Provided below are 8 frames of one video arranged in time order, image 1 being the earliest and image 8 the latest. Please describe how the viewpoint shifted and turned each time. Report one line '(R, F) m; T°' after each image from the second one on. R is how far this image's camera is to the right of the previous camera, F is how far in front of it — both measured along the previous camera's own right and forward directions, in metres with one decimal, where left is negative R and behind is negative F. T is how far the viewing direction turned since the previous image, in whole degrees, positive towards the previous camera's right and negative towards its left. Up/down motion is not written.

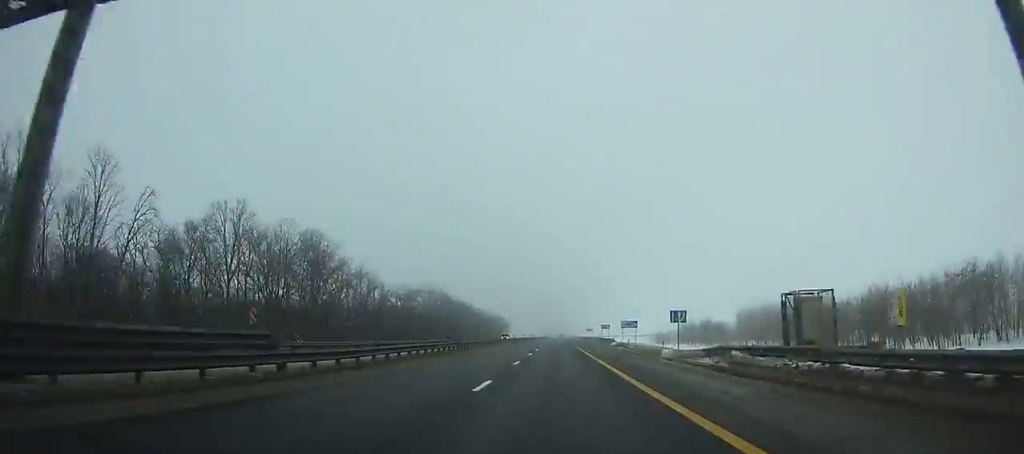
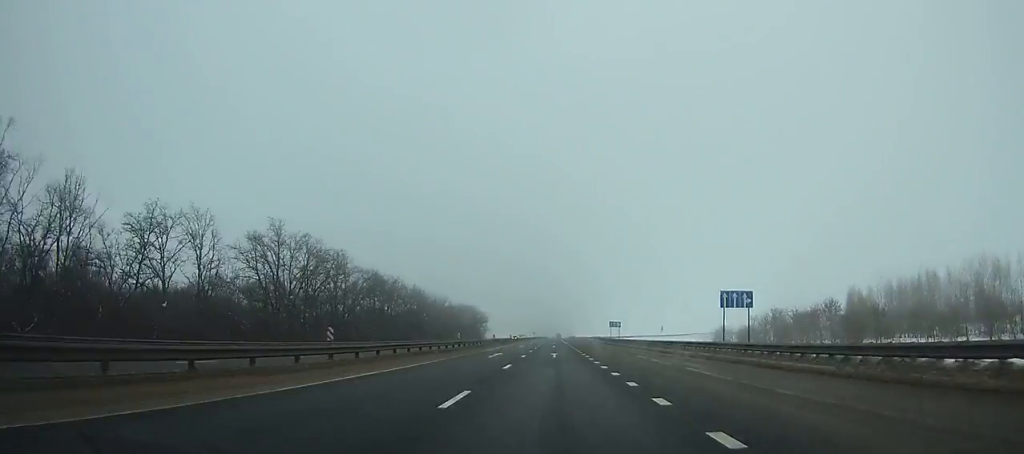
(+0.3, +89.0) m; 0°
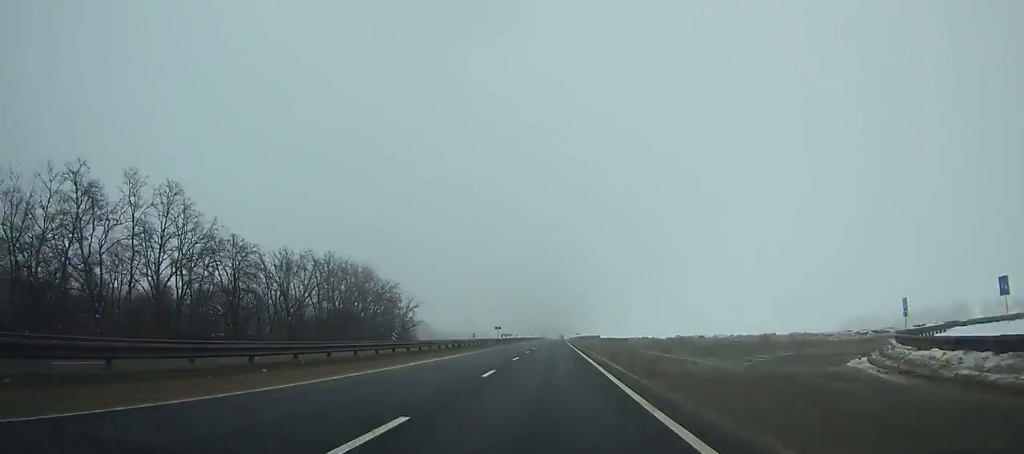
(+0.1, +138.4) m; 0°
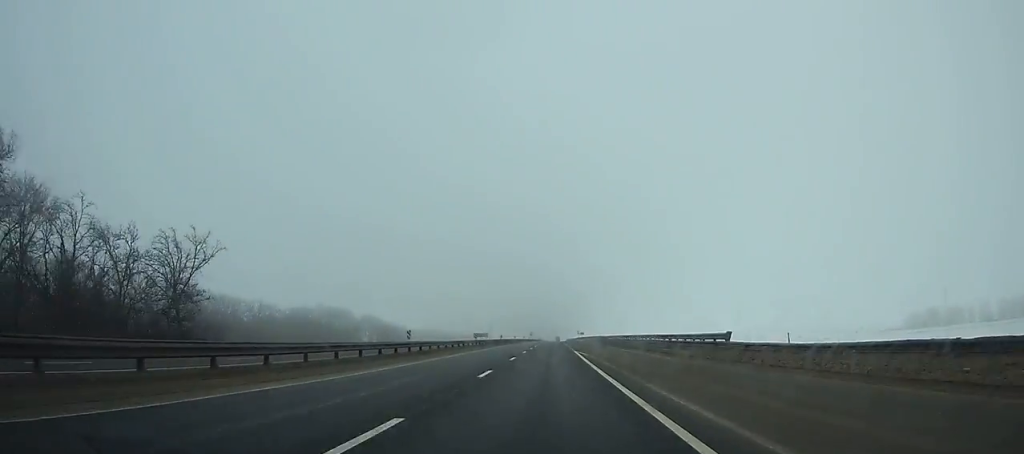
(+0.2, +86.8) m; 0°
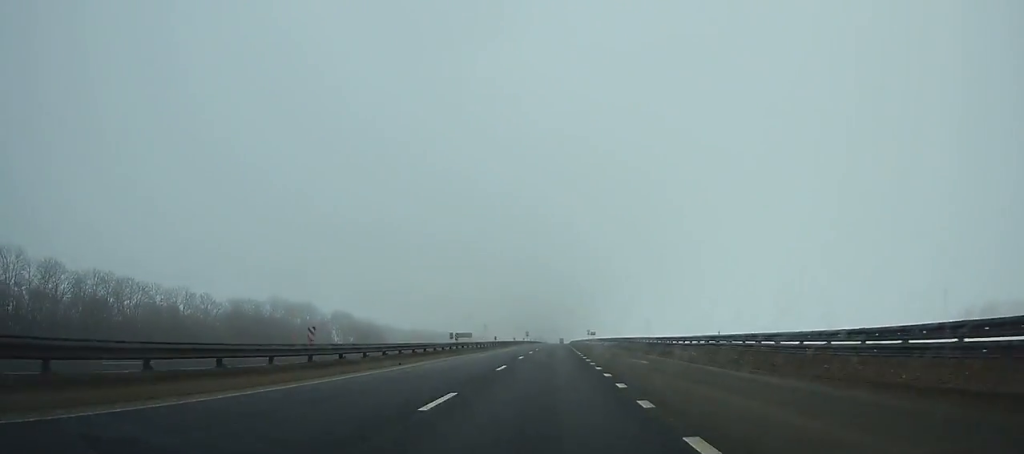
(0.0, +44.0) m; 0°
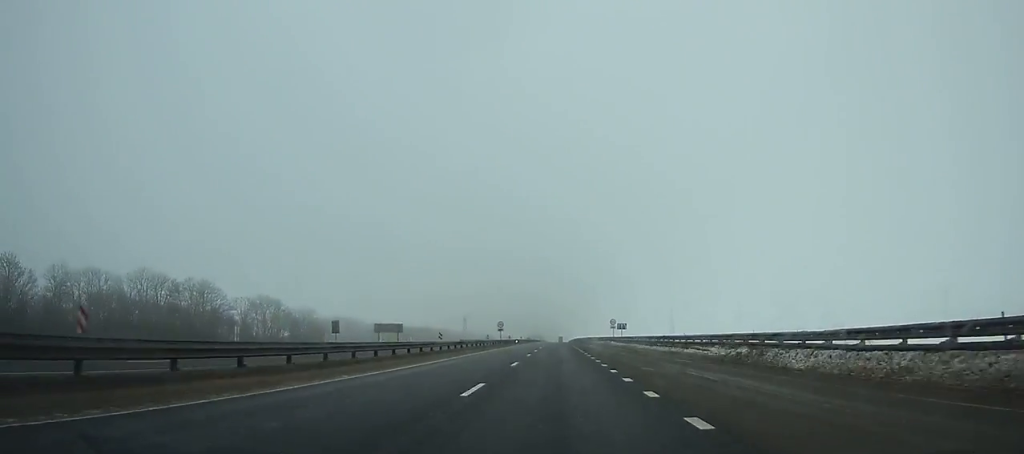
(-0.3, +72.3) m; 0°
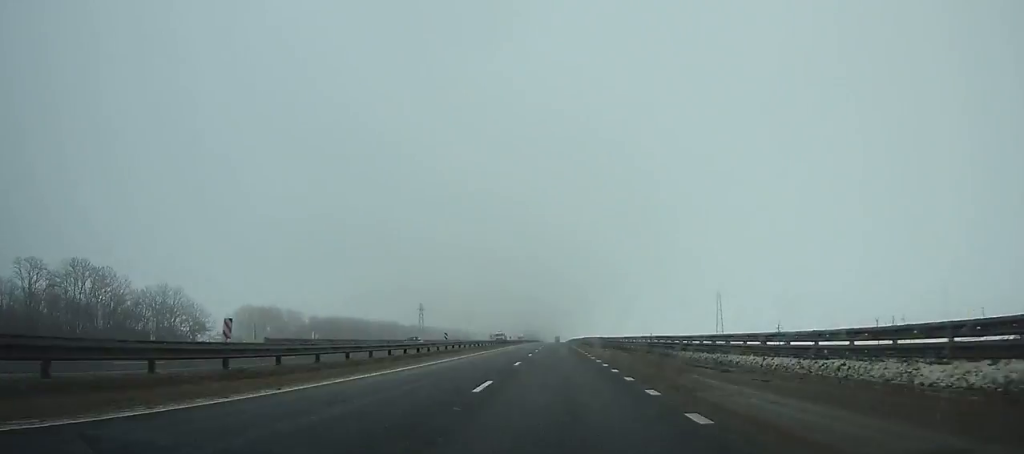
(+0.3, +84.7) m; 0°
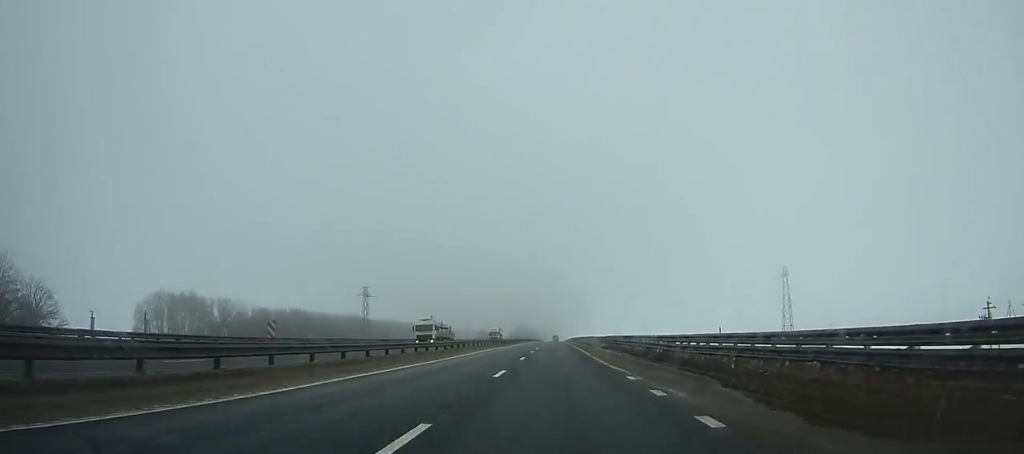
(+0.2, +57.0) m; 0°
